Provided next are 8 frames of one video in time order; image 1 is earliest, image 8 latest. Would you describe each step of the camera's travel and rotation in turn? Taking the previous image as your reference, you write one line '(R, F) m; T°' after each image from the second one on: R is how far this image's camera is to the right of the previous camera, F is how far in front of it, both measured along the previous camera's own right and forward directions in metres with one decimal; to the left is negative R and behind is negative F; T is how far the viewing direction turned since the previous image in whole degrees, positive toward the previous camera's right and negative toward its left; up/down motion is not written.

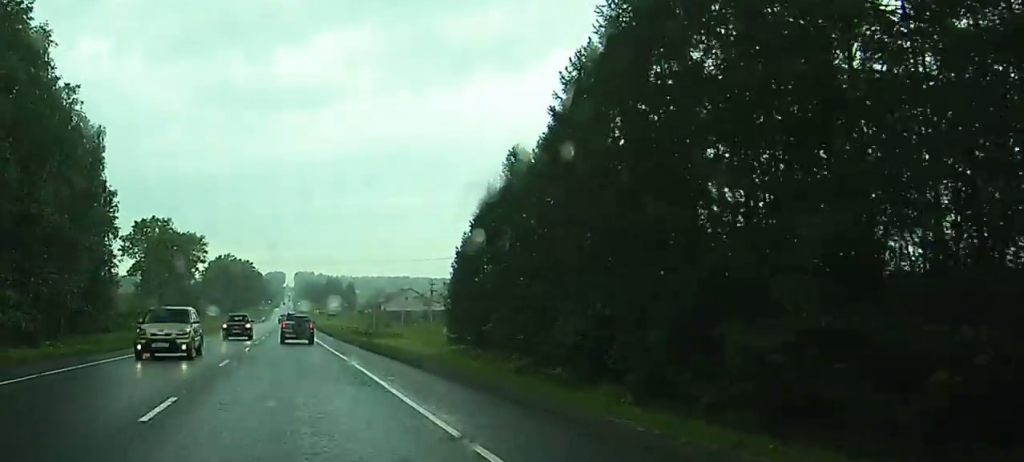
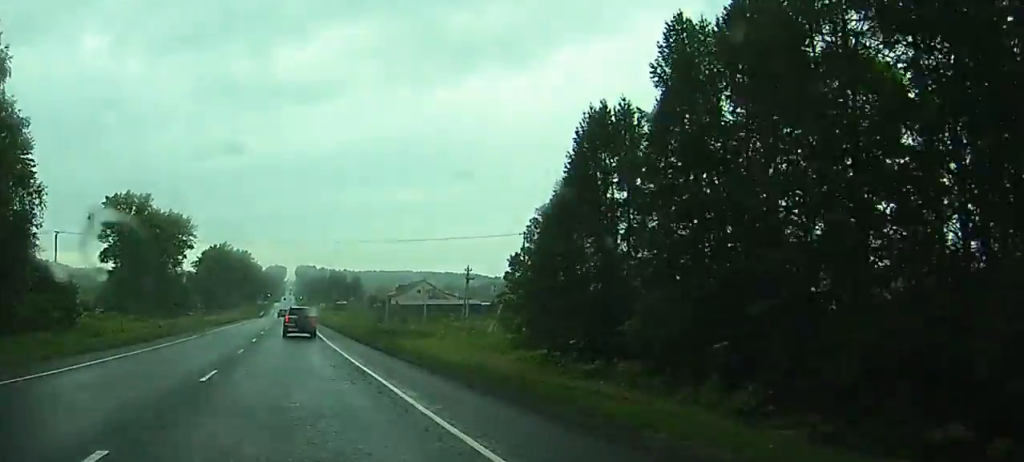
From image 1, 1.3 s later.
(0.0, +29.5) m; 0°
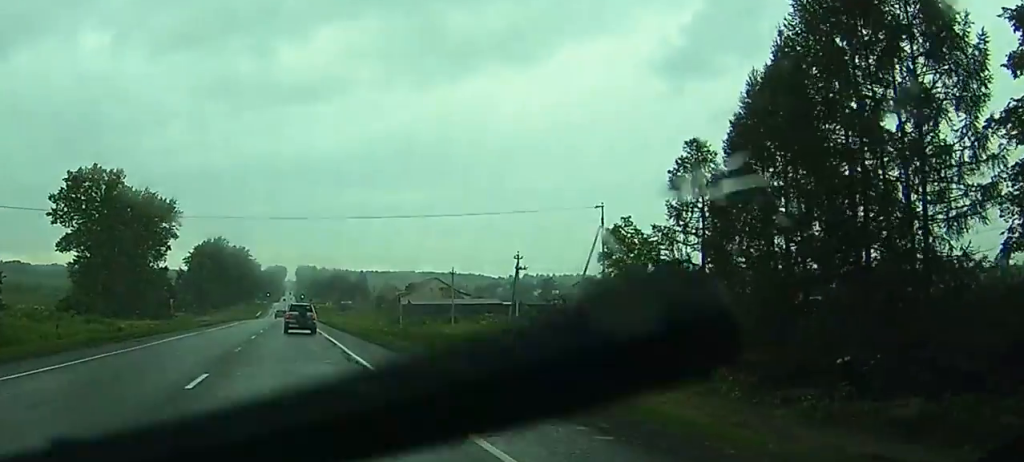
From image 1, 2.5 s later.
(+0.2, +26.5) m; 0°
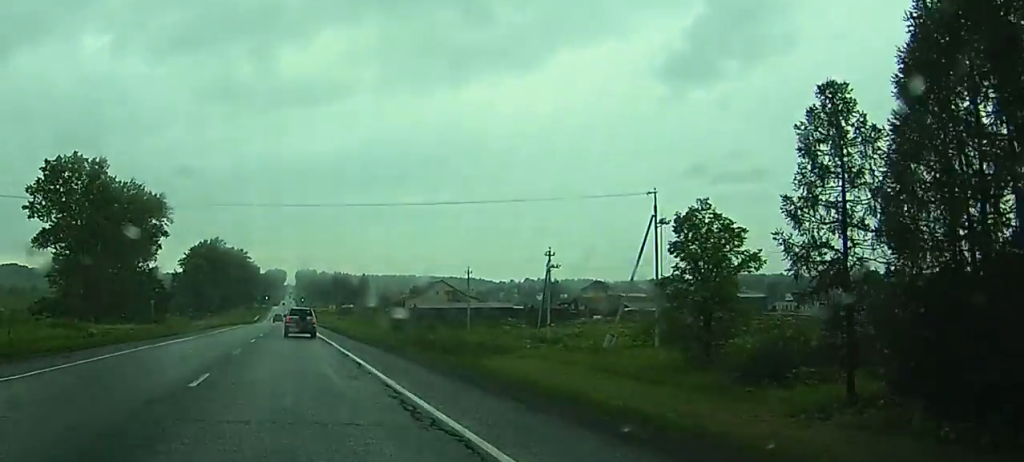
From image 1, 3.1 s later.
(+0.1, +11.7) m; -1°
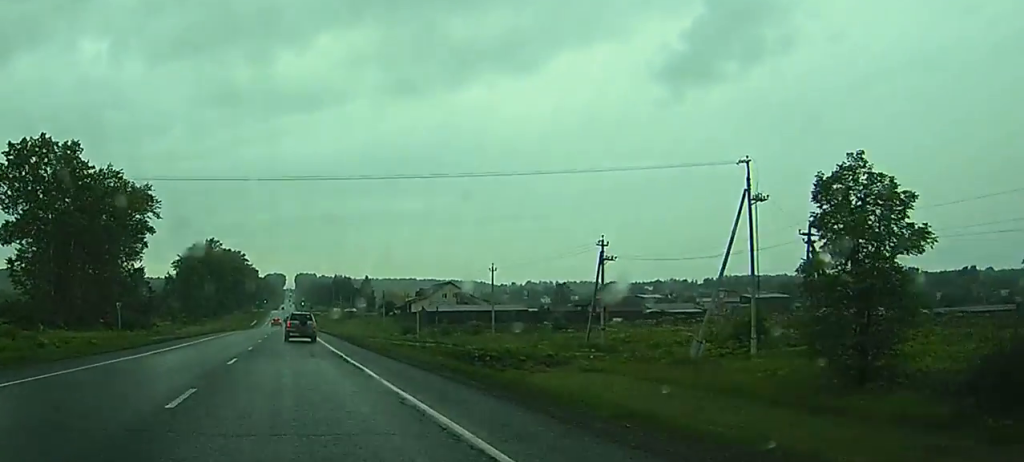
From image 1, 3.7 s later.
(-0.3, +14.6) m; -1°
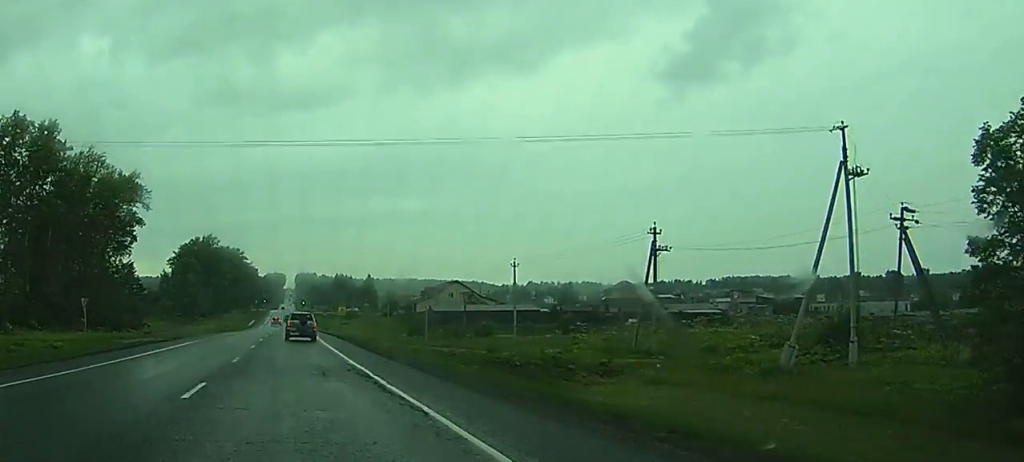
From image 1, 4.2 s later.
(-0.1, +10.2) m; -1°
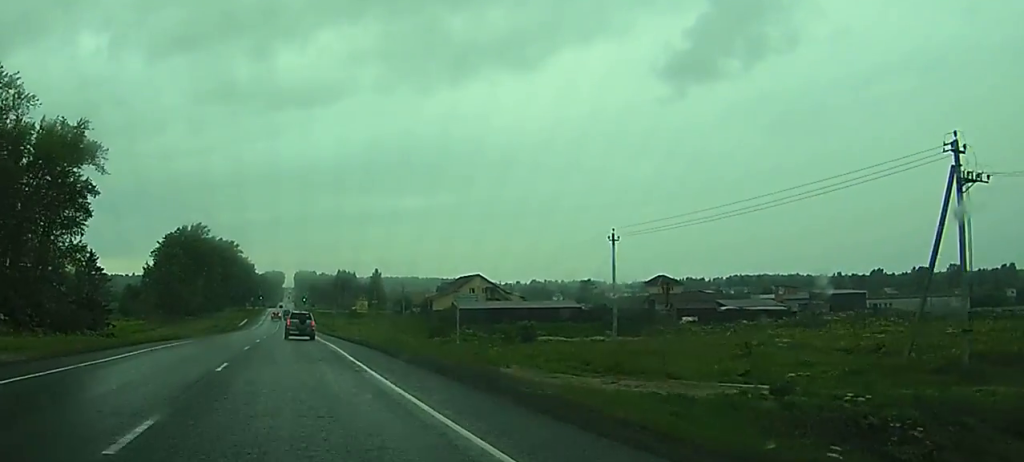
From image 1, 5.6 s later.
(+0.2, +29.7) m; +1°
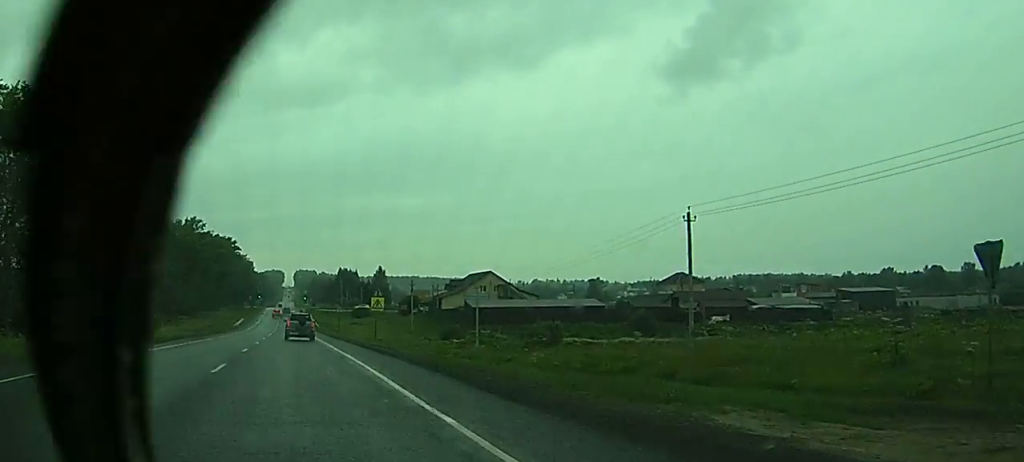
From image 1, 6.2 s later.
(+0.1, +13.0) m; +1°
